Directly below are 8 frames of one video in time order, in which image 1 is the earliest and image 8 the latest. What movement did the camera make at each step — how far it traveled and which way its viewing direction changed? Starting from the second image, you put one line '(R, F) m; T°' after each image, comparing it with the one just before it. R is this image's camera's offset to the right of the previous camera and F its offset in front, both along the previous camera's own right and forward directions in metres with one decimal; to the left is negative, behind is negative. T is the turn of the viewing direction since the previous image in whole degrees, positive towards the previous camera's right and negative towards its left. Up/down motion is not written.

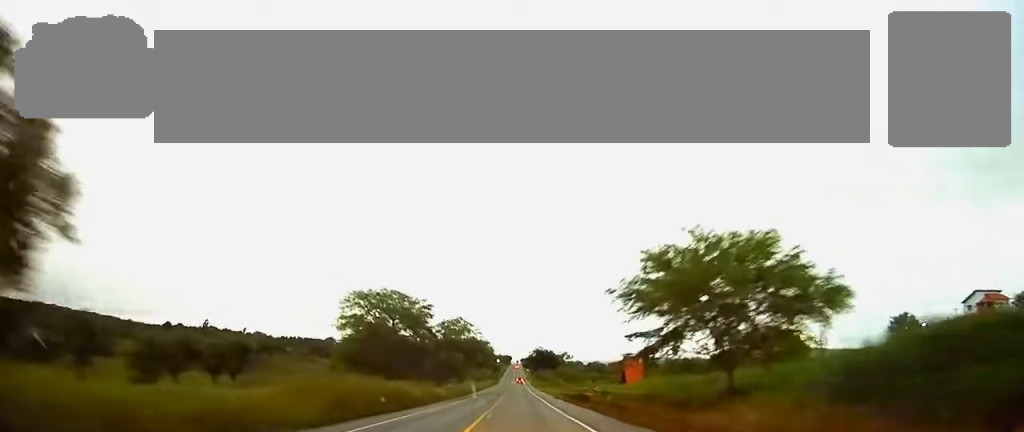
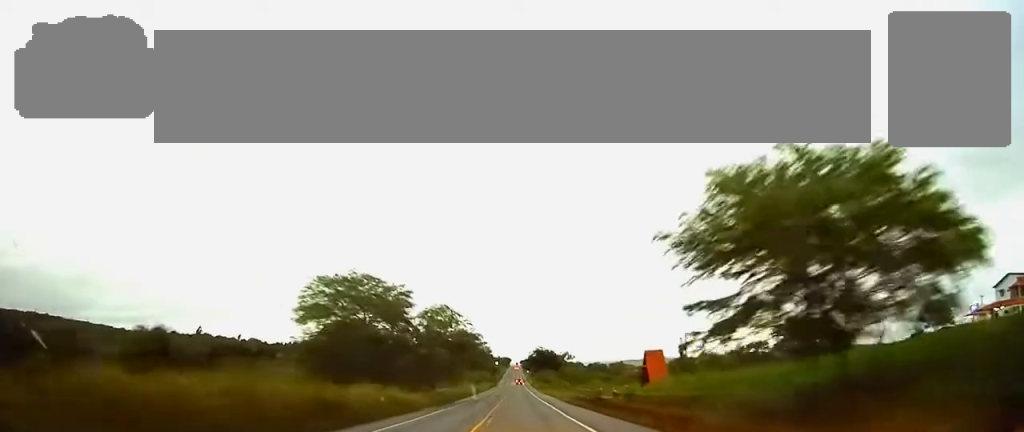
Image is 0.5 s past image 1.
(0.0, +15.3) m; 0°
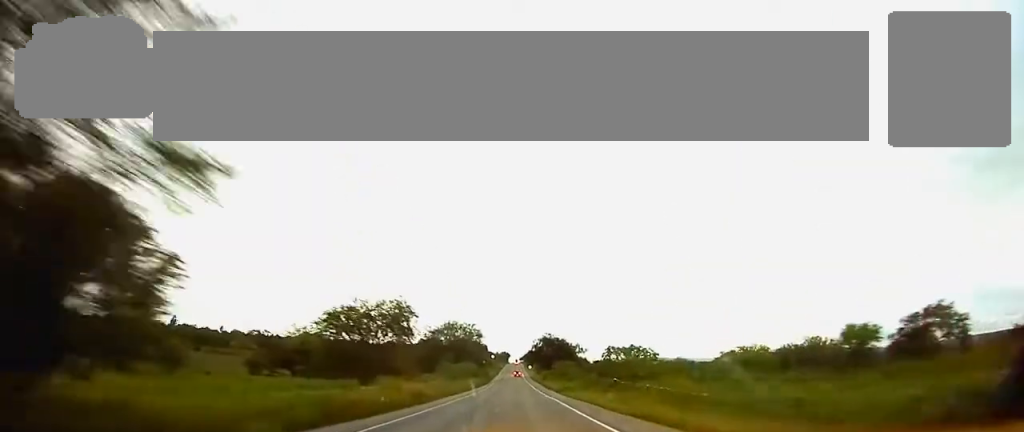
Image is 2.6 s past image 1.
(+0.1, +63.6) m; 0°
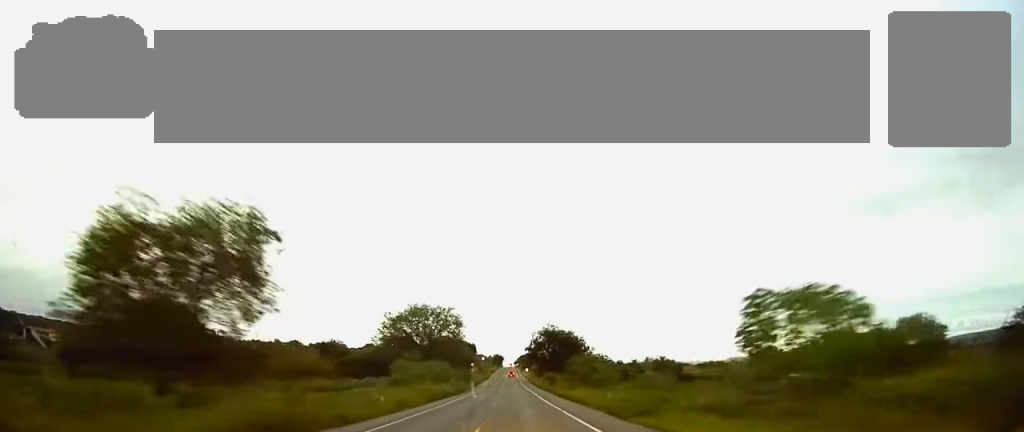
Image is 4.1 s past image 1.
(+0.1, +46.1) m; 0°
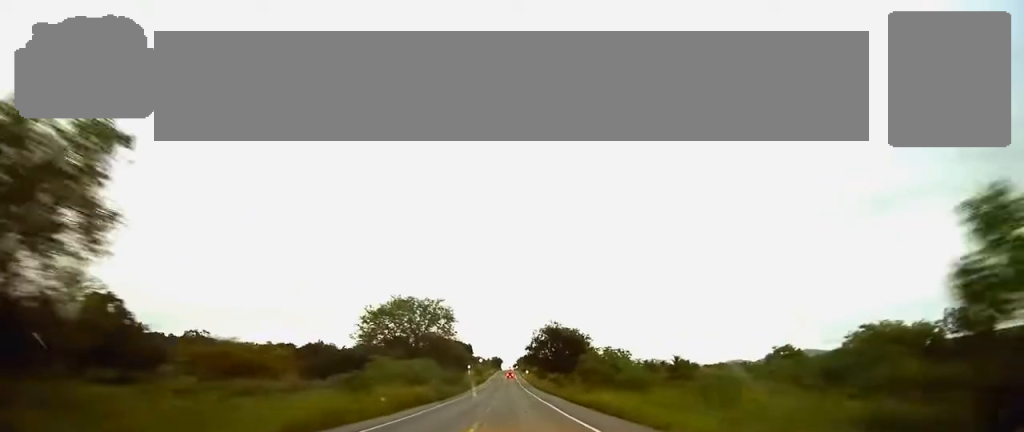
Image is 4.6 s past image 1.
(+0.1, +15.4) m; 0°
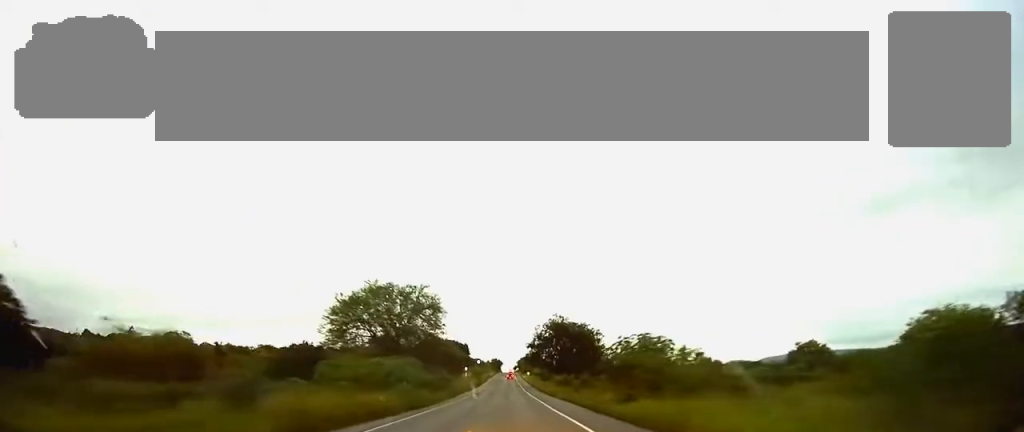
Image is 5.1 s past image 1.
(+0.1, +17.4) m; 0°
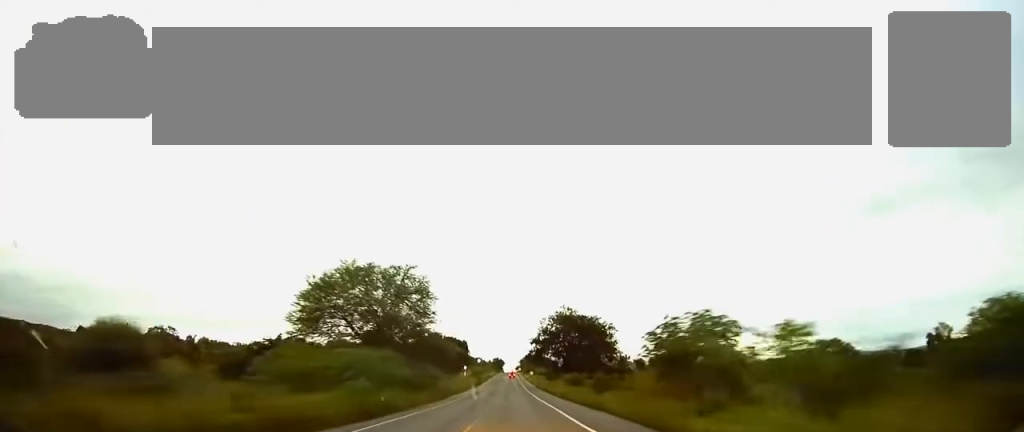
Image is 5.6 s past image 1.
(-0.1, +13.4) m; 0°
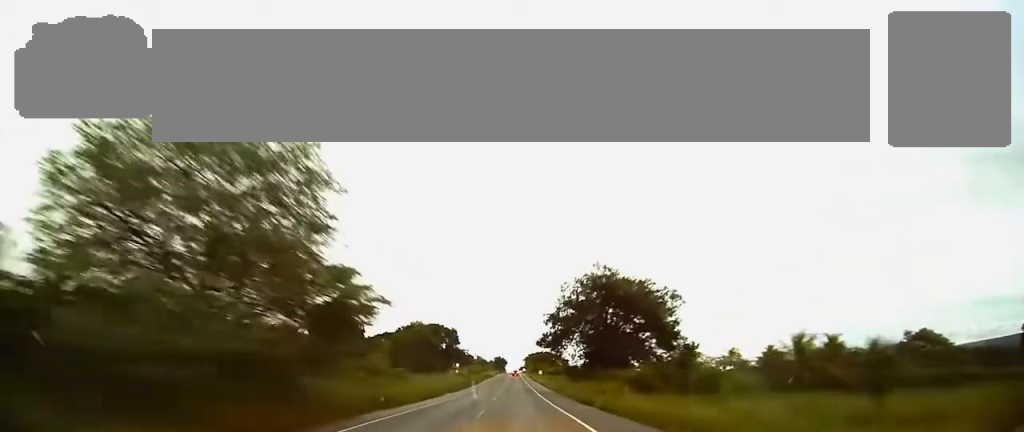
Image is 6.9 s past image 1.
(-0.2, +42.3) m; 0°
